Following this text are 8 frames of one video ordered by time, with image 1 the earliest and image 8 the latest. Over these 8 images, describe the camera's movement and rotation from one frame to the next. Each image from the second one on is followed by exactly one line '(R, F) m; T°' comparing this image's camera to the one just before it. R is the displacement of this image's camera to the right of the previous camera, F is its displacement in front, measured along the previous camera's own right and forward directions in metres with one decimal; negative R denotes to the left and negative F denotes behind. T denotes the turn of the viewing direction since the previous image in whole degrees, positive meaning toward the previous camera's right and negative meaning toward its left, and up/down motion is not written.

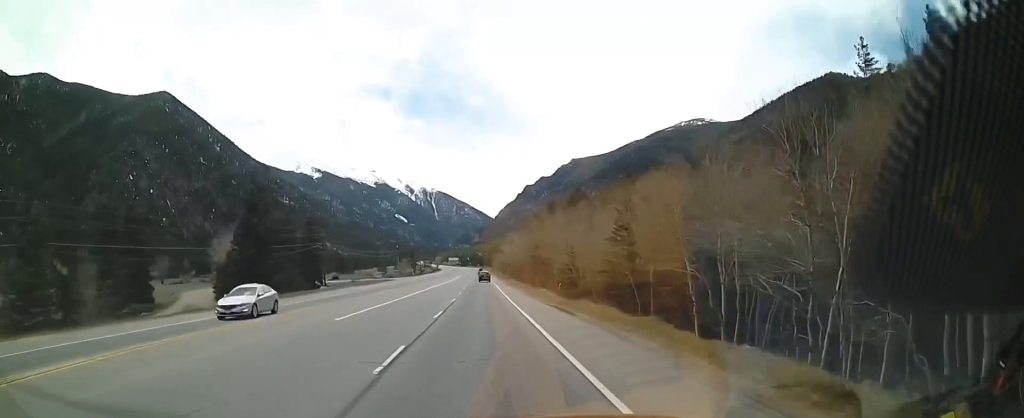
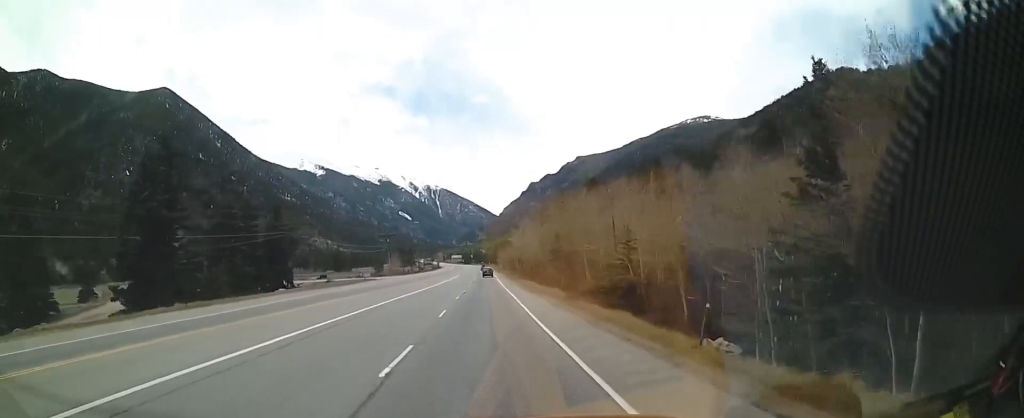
(-0.4, +24.6) m; -2°
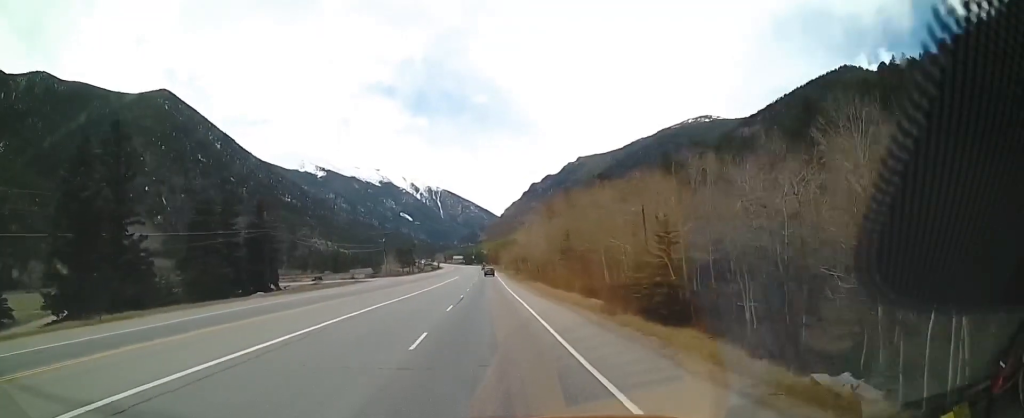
(-0.1, +9.0) m; -1°
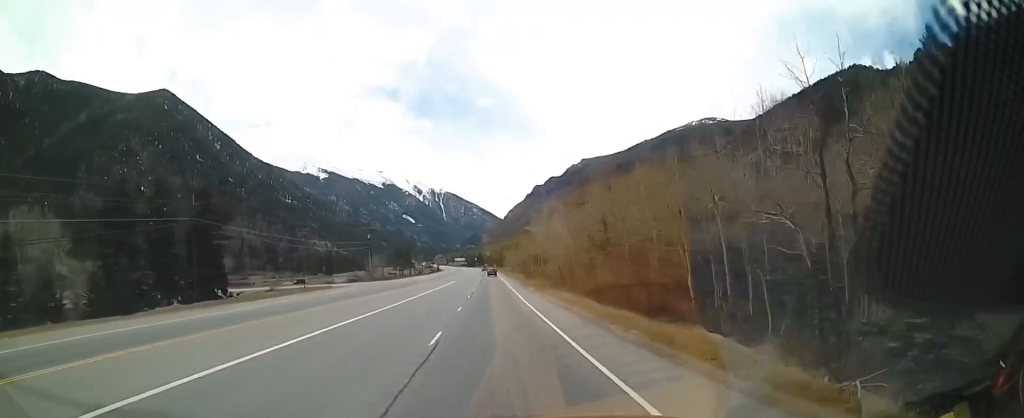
(0.0, +22.3) m; 0°
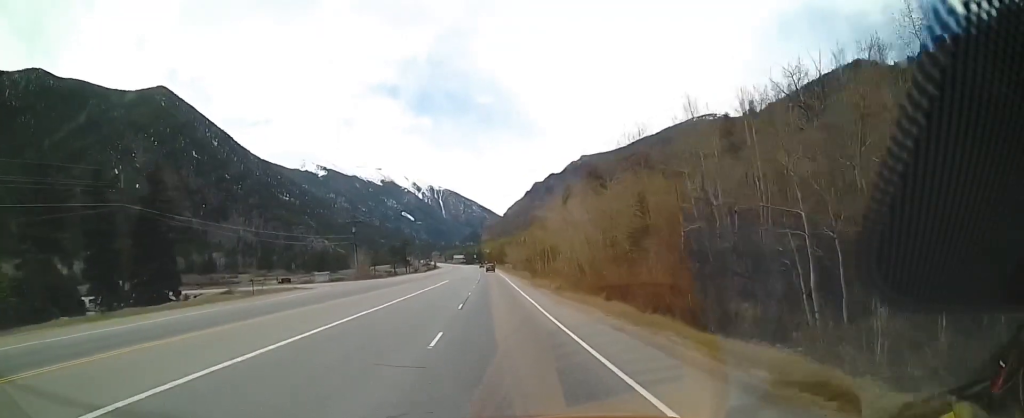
(+0.1, +13.4) m; 0°
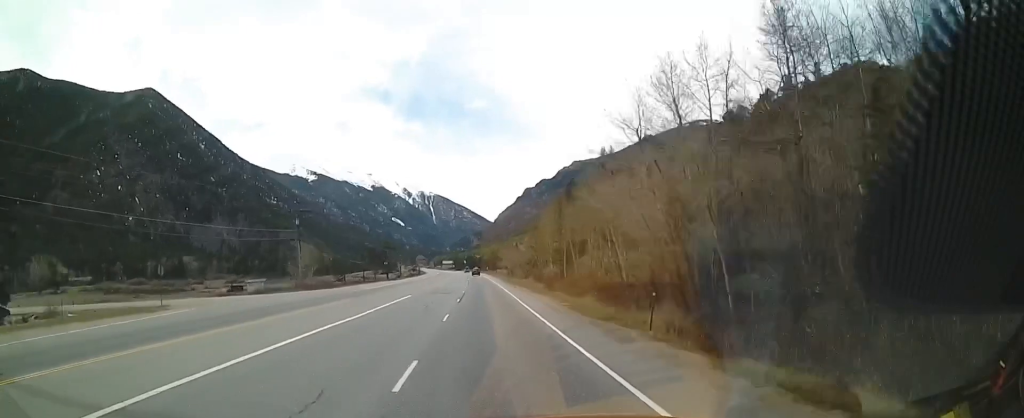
(-0.1, +28.6) m; 0°
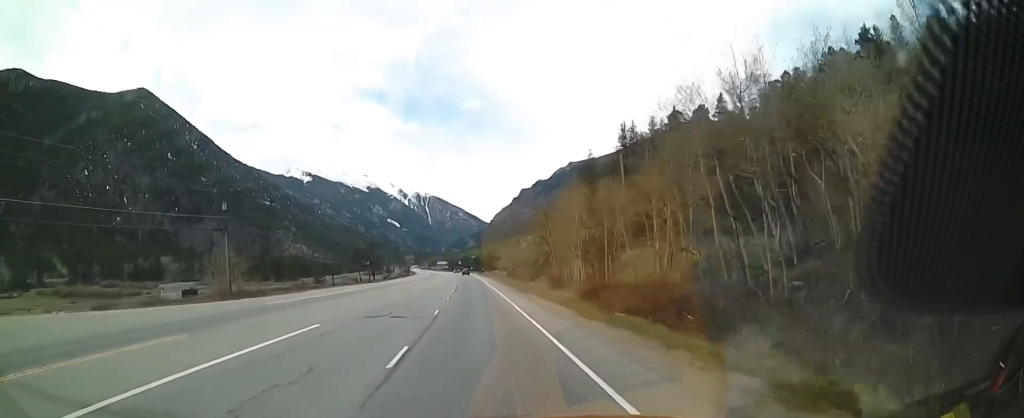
(0.0, +22.3) m; 0°
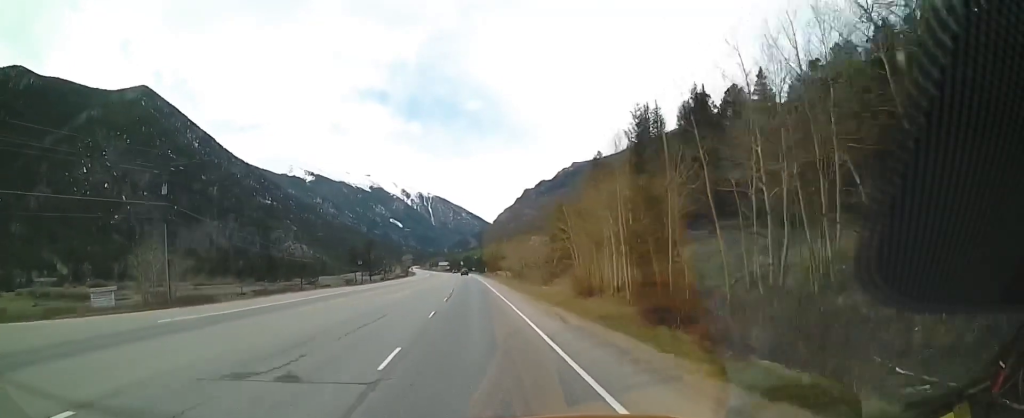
(0.0, +12.7) m; 0°
